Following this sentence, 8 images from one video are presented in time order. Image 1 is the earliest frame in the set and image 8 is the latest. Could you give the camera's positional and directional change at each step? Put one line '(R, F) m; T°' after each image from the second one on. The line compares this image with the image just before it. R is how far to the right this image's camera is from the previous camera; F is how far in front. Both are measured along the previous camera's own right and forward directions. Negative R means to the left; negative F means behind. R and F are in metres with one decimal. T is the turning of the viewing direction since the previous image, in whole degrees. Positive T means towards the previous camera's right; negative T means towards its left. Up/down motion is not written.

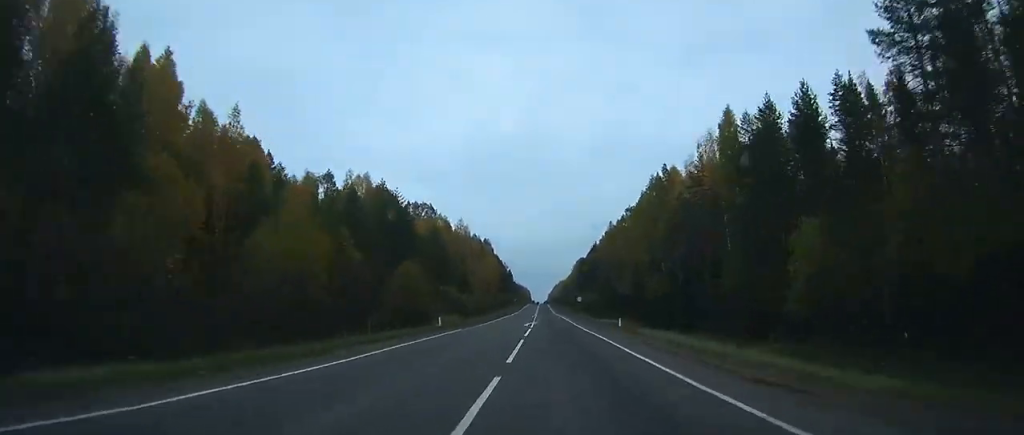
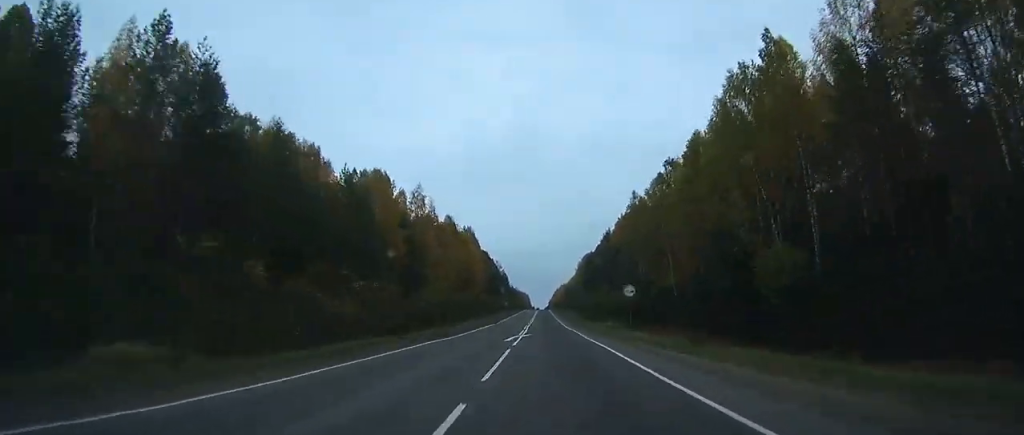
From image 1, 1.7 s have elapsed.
(-0.1, +51.0) m; 0°
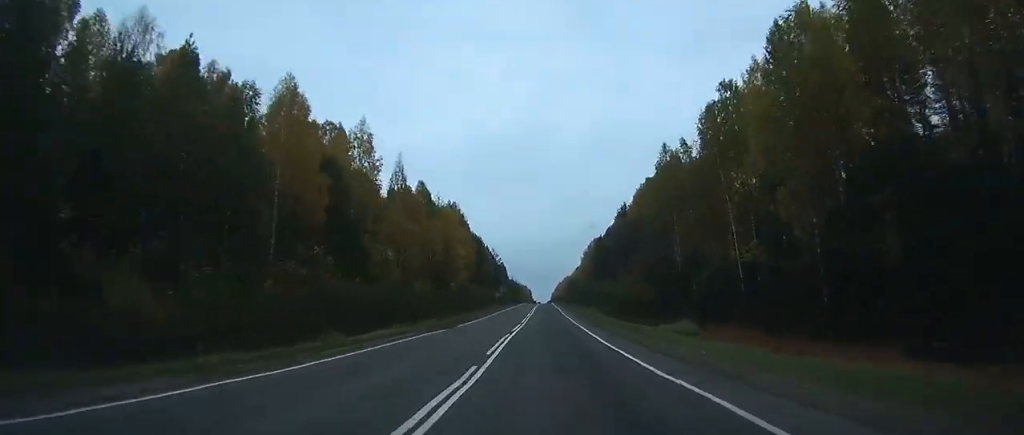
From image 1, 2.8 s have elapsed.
(0.0, +31.9) m; 0°
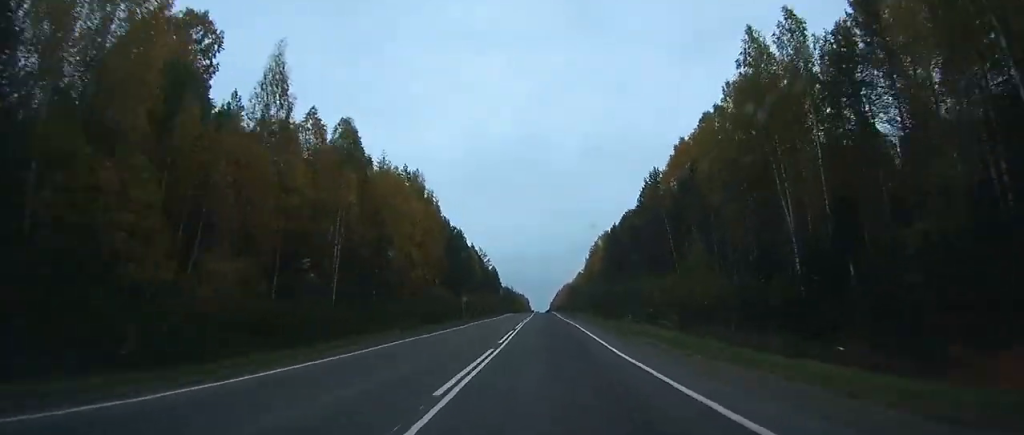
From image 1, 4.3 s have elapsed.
(-0.2, +43.8) m; 0°
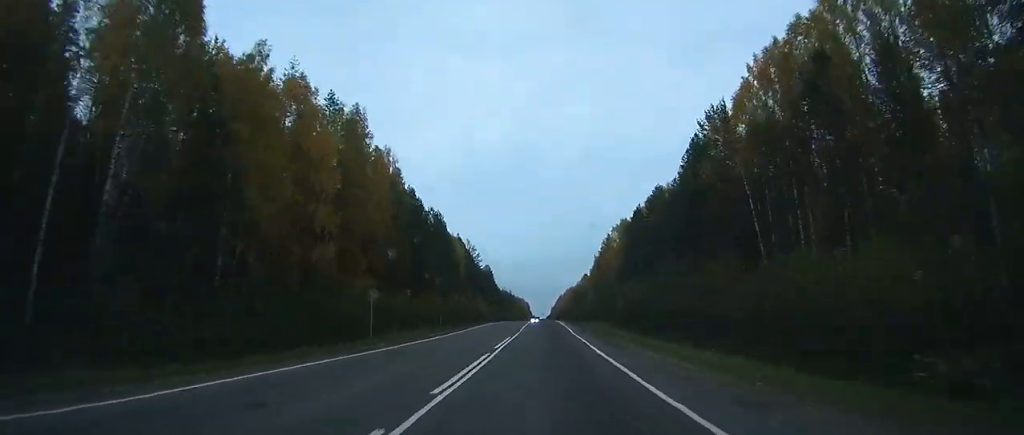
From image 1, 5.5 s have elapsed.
(+0.1, +34.5) m; 0°
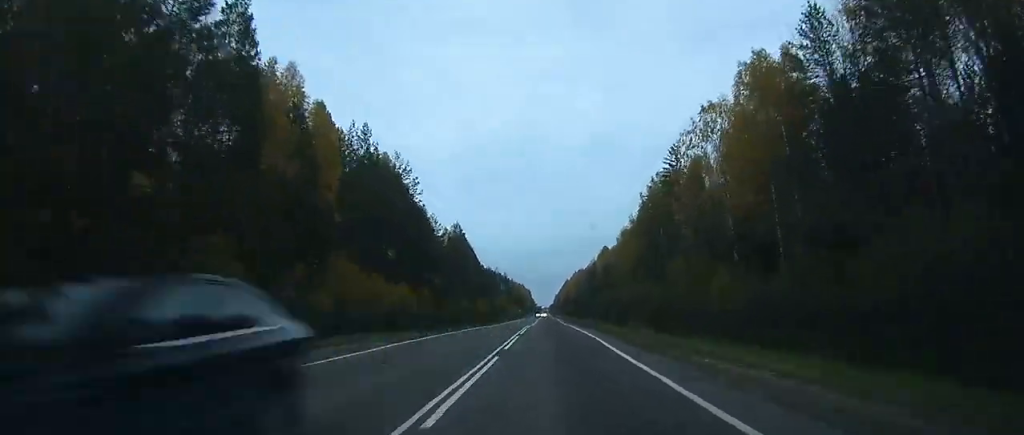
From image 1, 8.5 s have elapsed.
(+0.1, +84.8) m; 0°
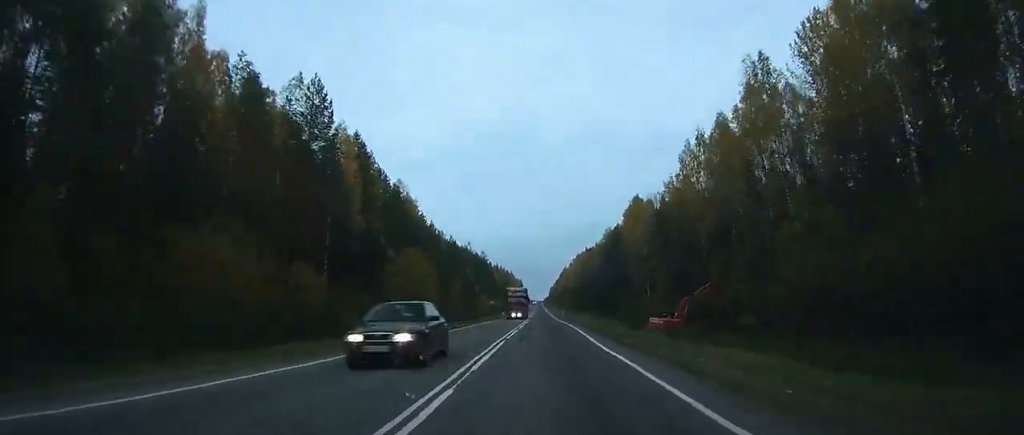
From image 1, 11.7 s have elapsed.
(-0.3, +88.9) m; 0°
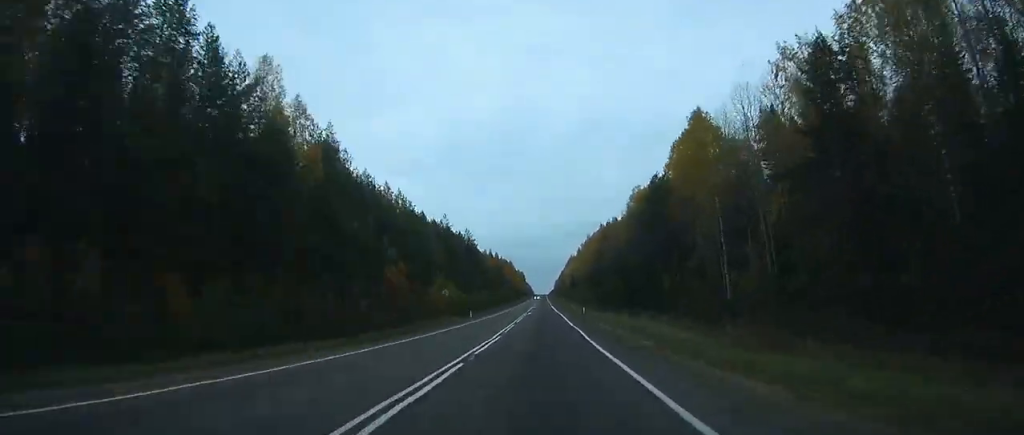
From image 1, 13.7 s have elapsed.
(+0.1, +57.6) m; 0°
